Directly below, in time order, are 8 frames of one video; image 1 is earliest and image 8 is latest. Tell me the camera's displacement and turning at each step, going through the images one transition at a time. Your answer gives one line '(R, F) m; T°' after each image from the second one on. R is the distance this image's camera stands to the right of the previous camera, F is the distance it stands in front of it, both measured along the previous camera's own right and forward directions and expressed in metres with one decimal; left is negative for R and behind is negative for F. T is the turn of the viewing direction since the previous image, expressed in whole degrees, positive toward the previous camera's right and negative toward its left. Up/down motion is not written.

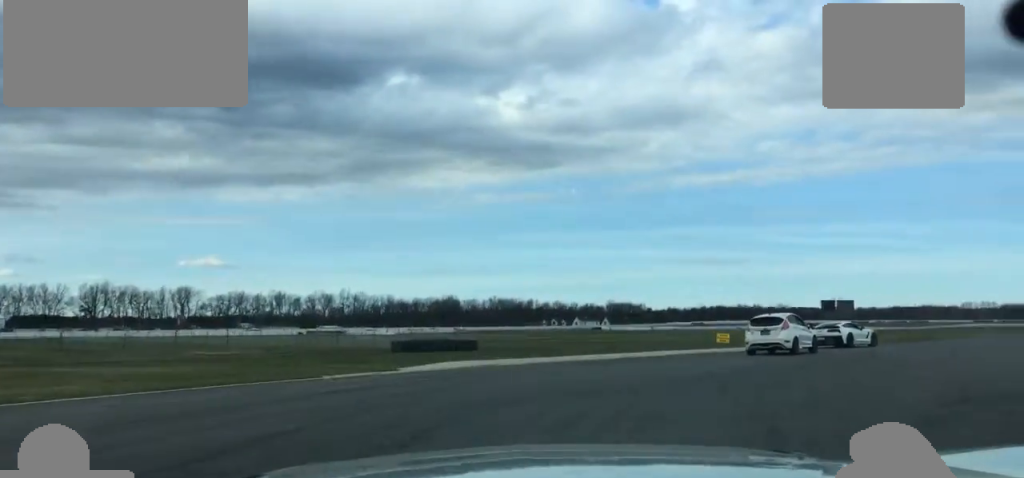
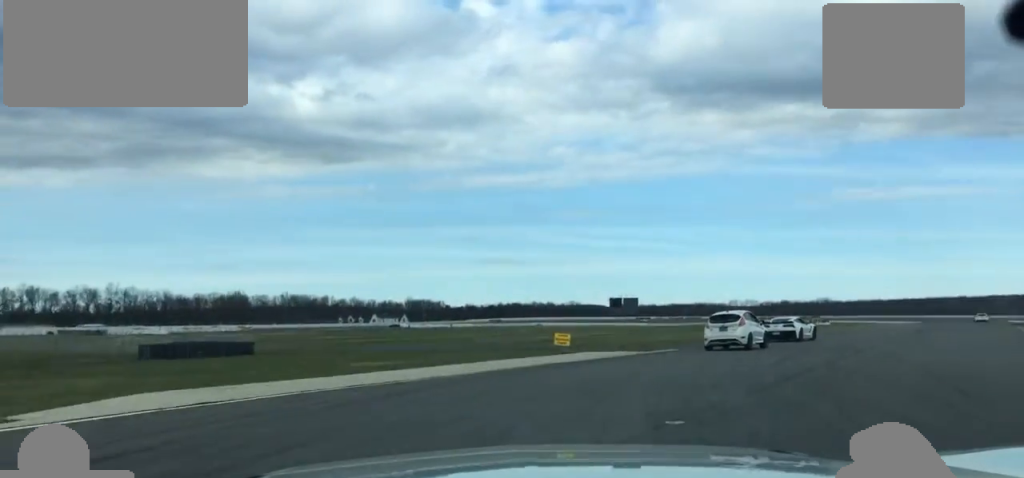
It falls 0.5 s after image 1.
(+2.3, +10.1) m; +12°
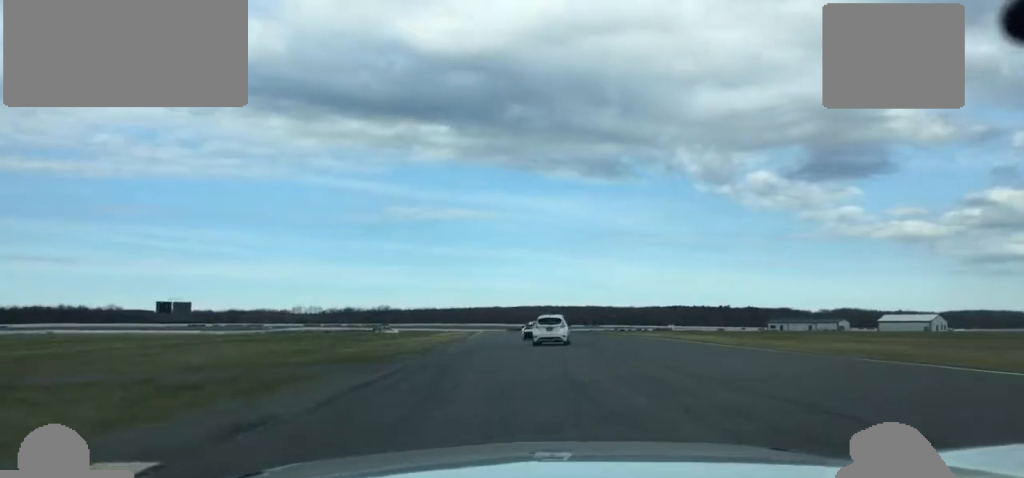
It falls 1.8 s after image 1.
(+7.0, +27.0) m; +26°
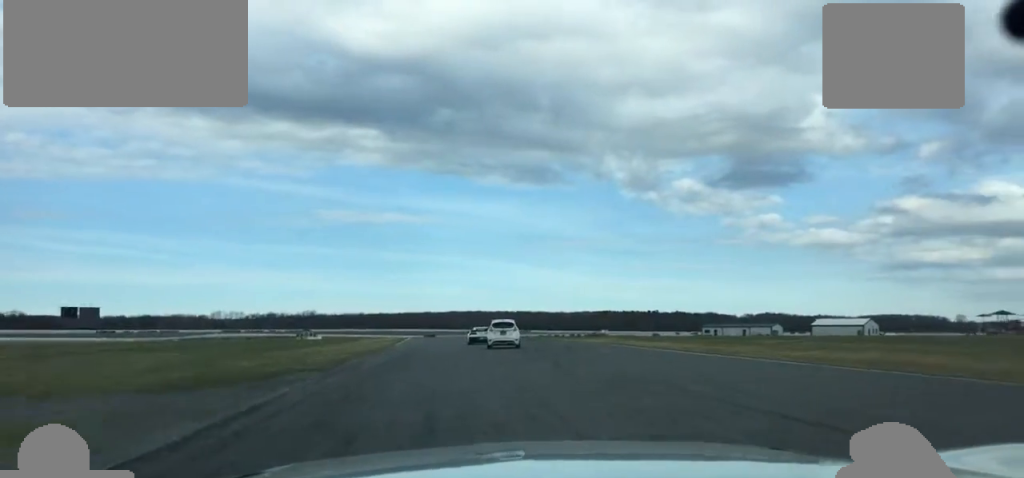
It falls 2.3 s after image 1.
(+0.9, +10.7) m; +4°
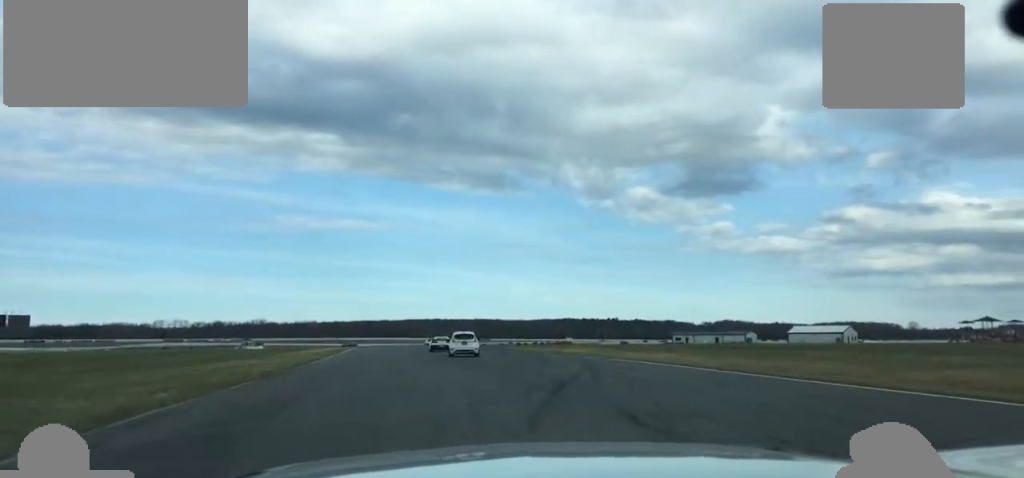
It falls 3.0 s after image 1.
(+1.1, +16.7) m; +4°
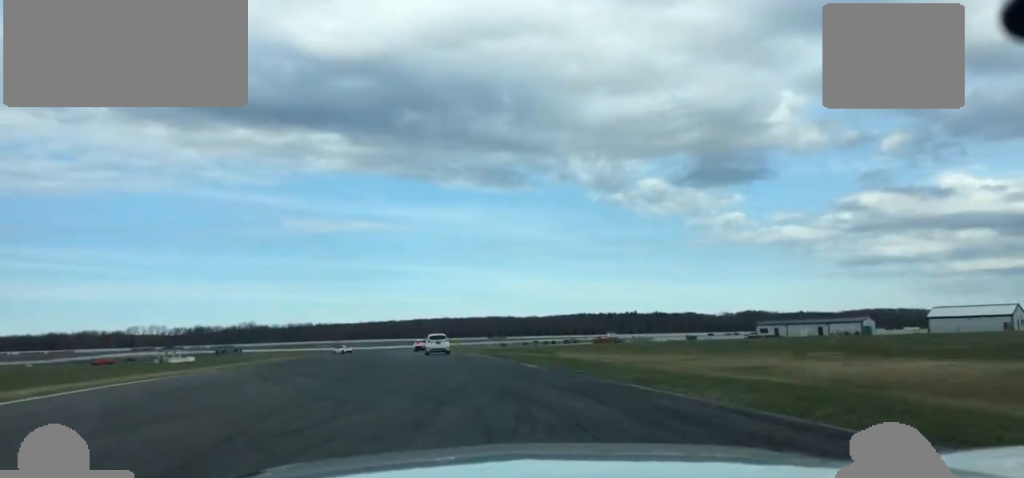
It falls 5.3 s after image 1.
(+1.3, +66.2) m; +1°
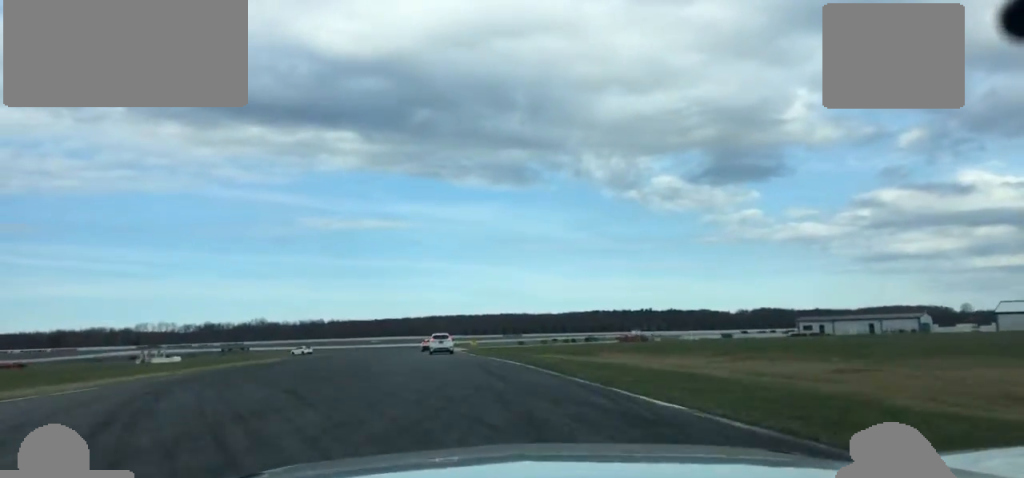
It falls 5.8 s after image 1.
(+0.1, +16.9) m; -1°
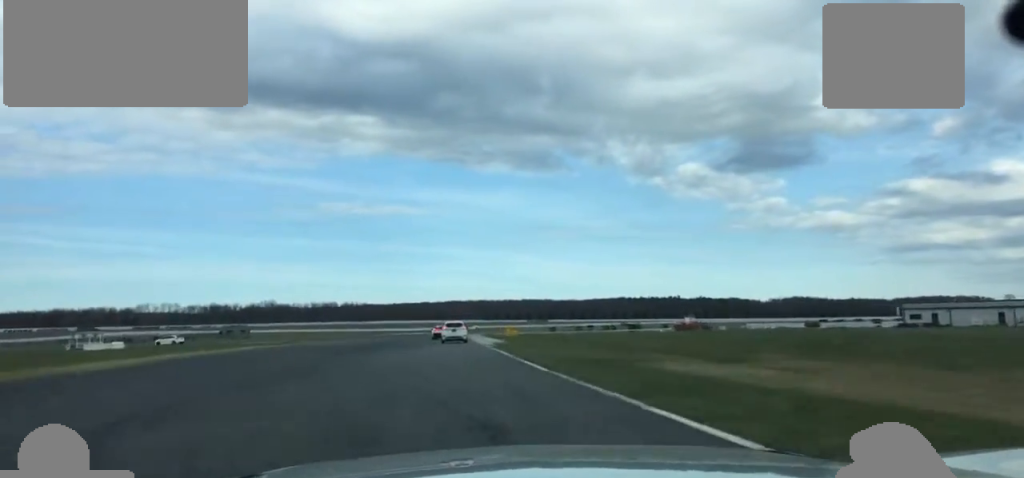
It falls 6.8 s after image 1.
(-0.7, +30.0) m; -2°
